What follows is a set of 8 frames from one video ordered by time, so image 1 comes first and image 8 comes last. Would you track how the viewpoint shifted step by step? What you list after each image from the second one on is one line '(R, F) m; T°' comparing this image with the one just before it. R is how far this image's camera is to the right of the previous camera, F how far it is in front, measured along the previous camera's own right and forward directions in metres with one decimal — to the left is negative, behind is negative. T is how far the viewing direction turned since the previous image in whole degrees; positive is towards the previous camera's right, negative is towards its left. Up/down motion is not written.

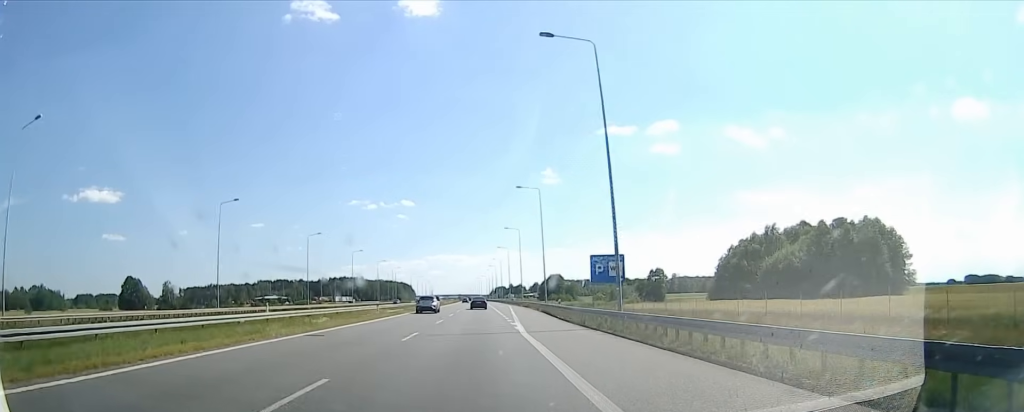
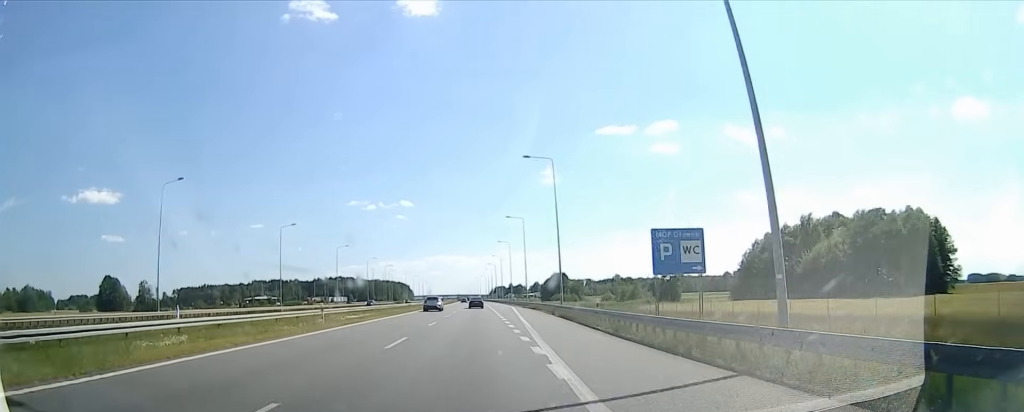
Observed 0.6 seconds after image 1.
(+0.3, +13.8) m; +1°
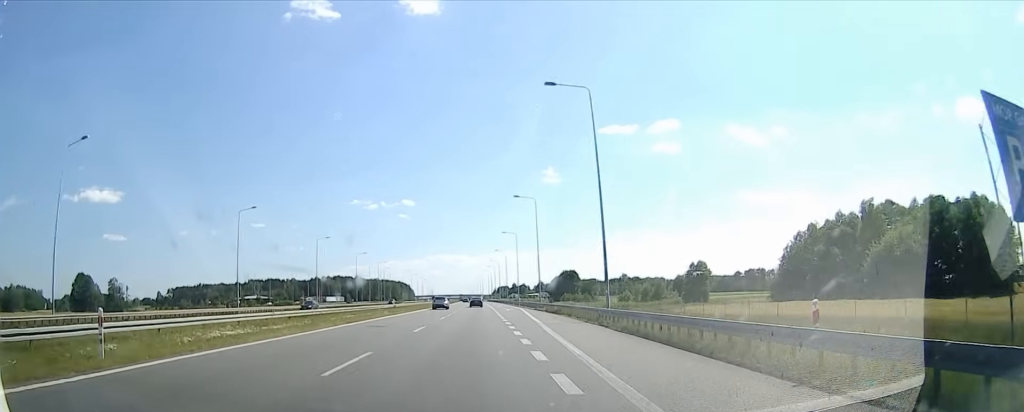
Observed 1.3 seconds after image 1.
(+0.4, +17.2) m; +1°
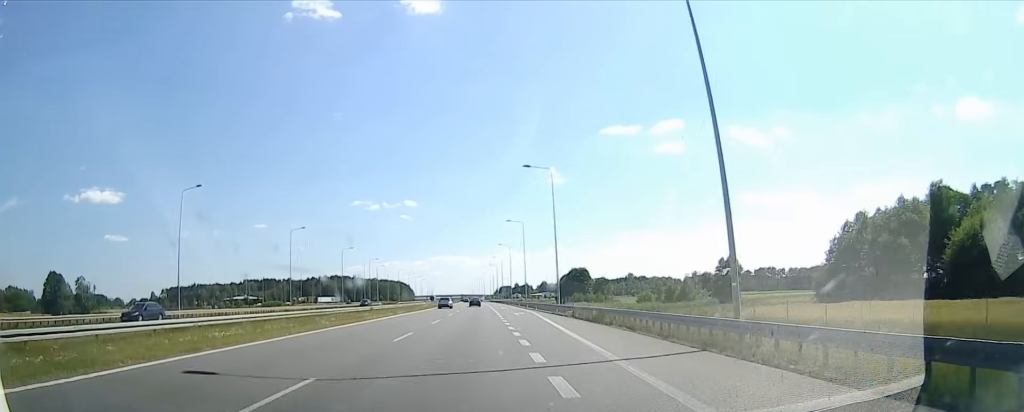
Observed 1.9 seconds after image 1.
(-0.2, +15.9) m; -1°
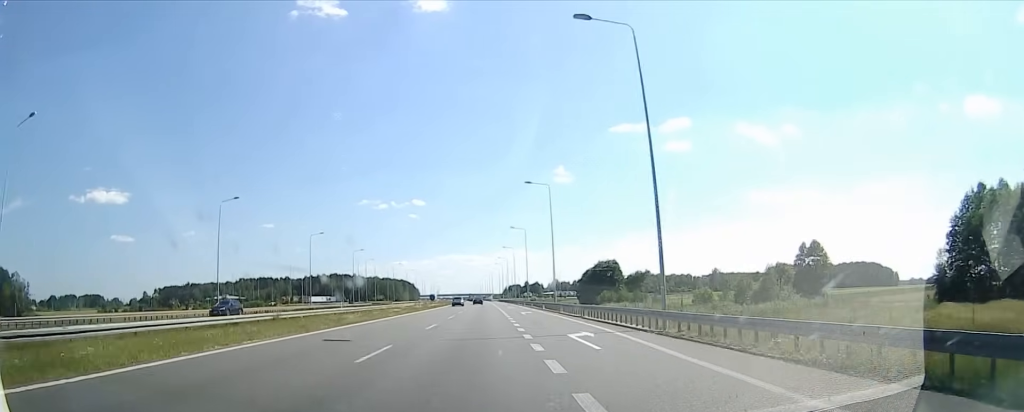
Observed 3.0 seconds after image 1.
(-0.1, +28.8) m; -2°
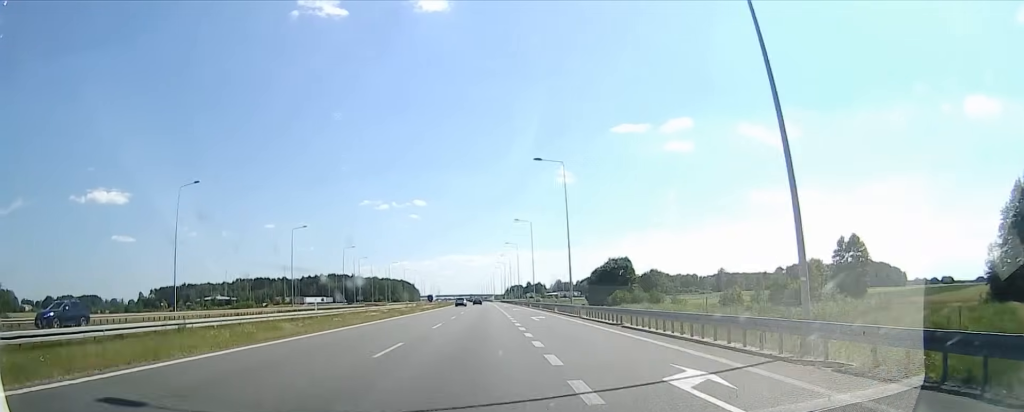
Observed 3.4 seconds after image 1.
(-0.2, +10.5) m; -1°
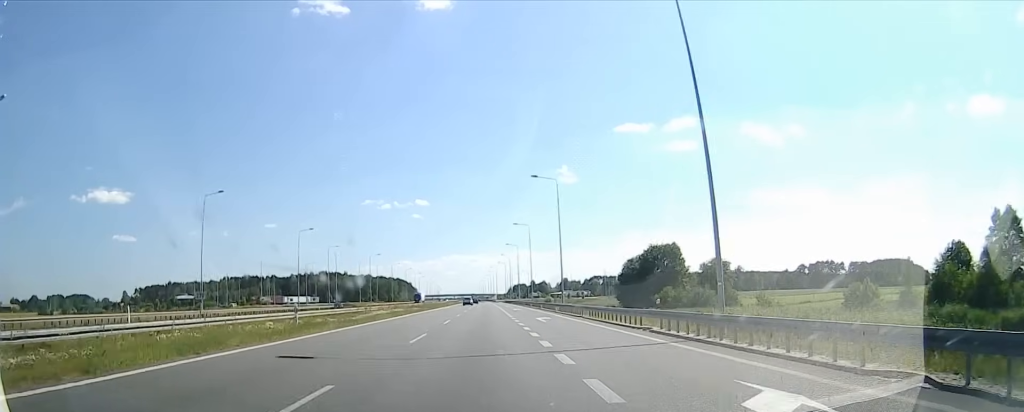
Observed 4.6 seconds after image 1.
(-0.6, +31.2) m; -1°
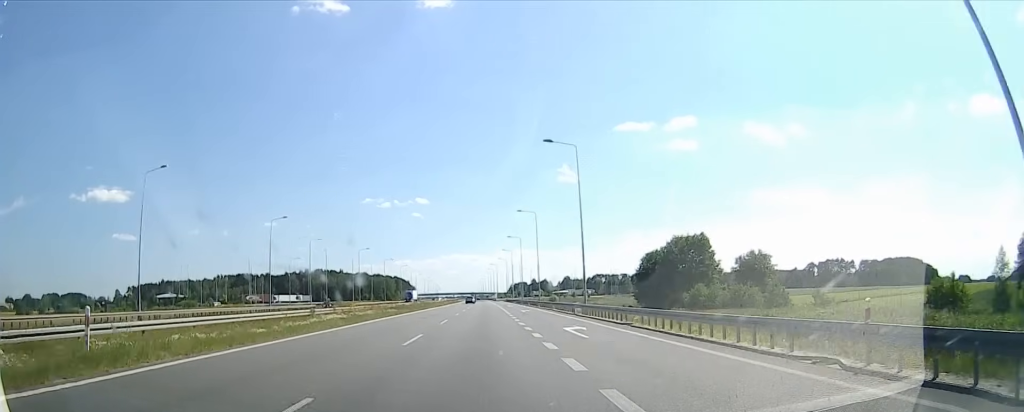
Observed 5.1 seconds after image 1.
(0.0, +12.7) m; 0°
